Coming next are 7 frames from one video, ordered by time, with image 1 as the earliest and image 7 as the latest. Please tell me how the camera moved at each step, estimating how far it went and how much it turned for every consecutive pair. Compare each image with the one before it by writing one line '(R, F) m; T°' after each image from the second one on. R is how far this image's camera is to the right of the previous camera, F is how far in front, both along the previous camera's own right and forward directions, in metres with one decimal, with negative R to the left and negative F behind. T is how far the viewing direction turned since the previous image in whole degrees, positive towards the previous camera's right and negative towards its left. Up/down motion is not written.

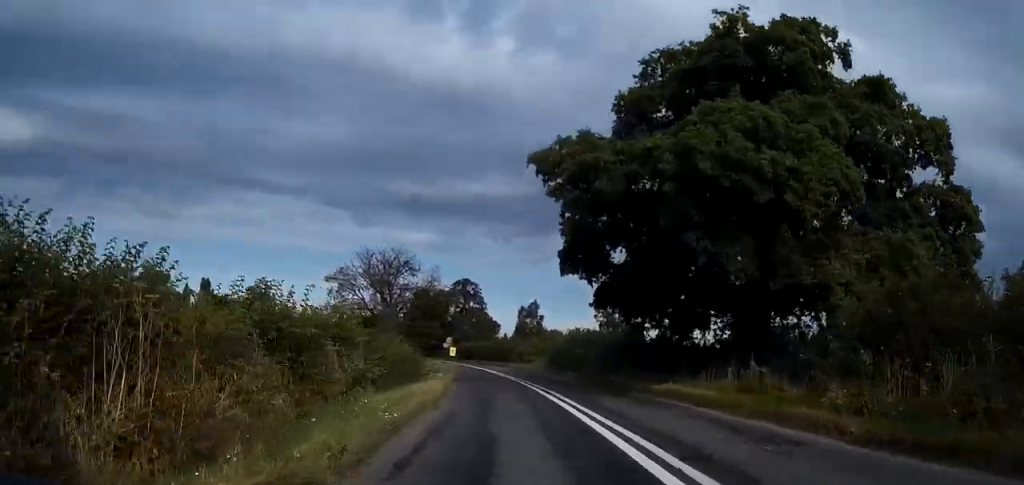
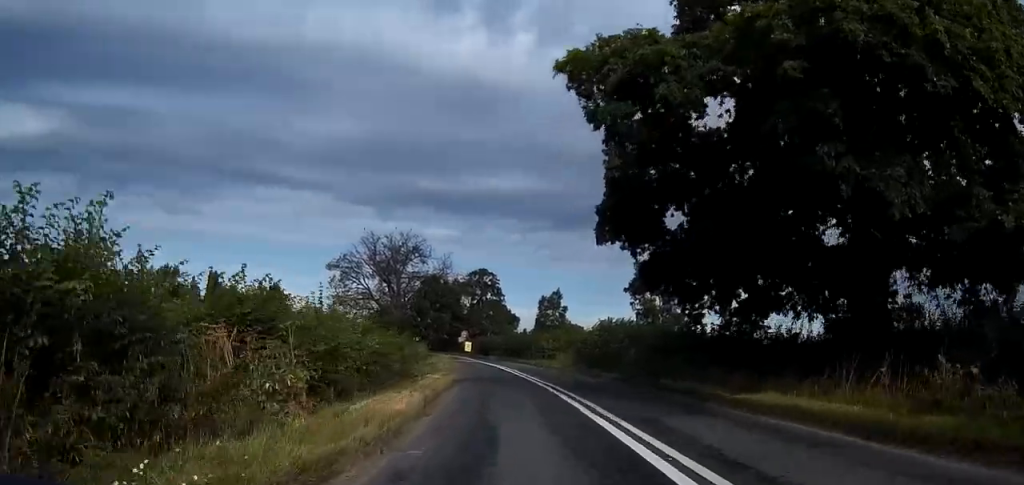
(0.0, +8.2) m; 0°
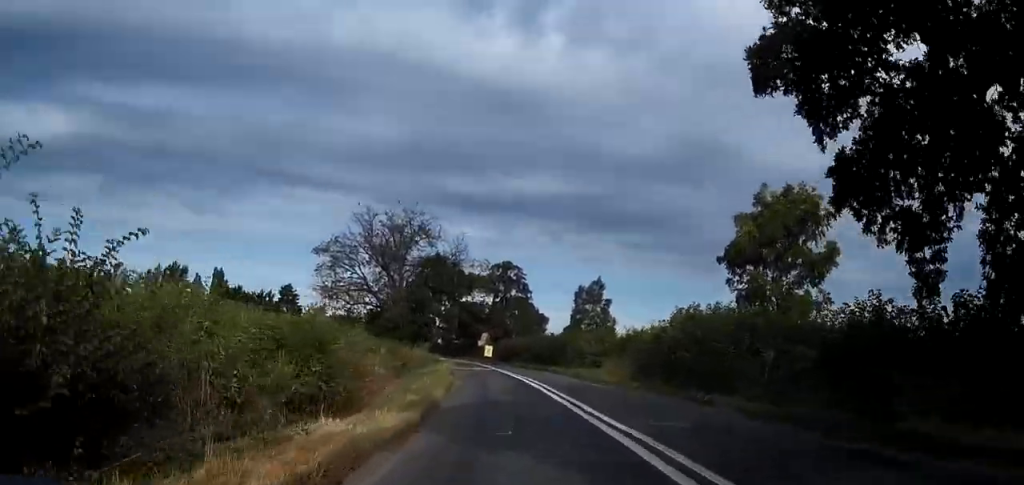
(0.0, +15.8) m; 0°
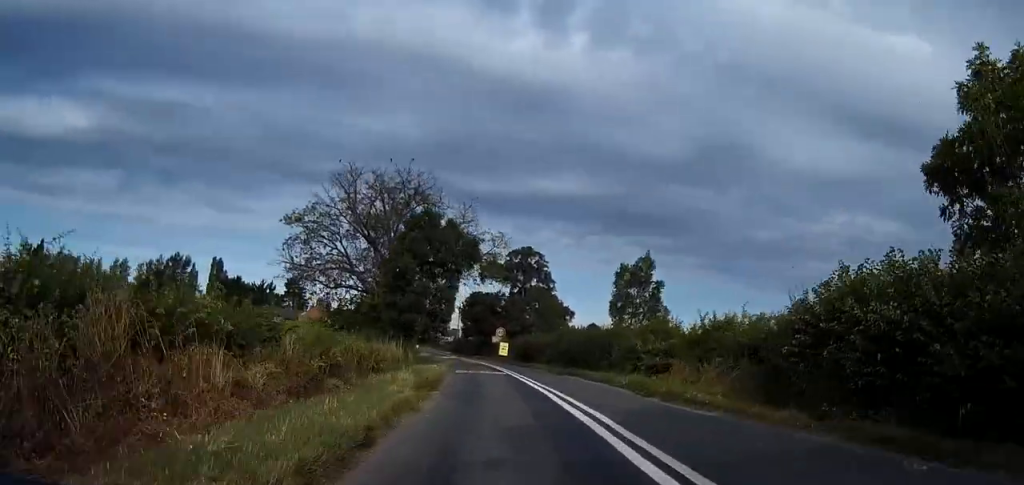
(0.0, +14.5) m; 0°
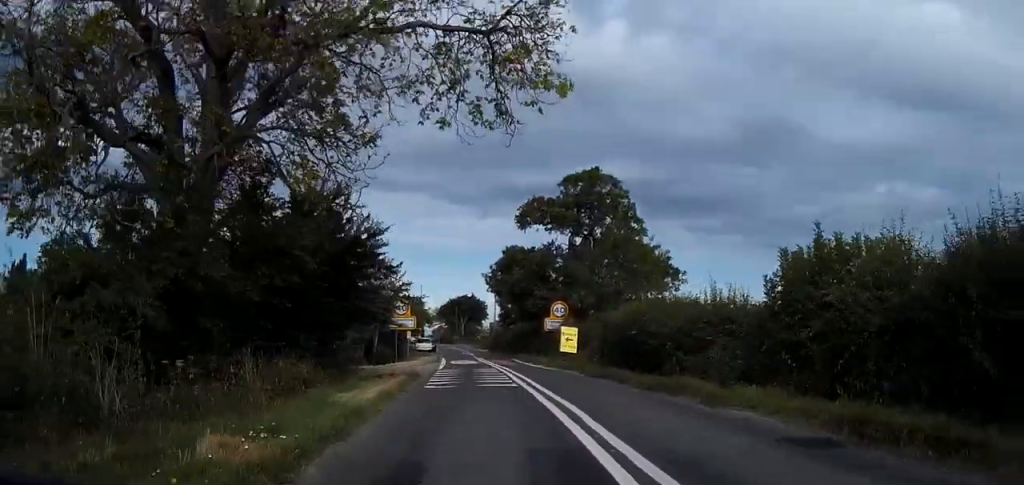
(-0.7, +38.2) m; -4°
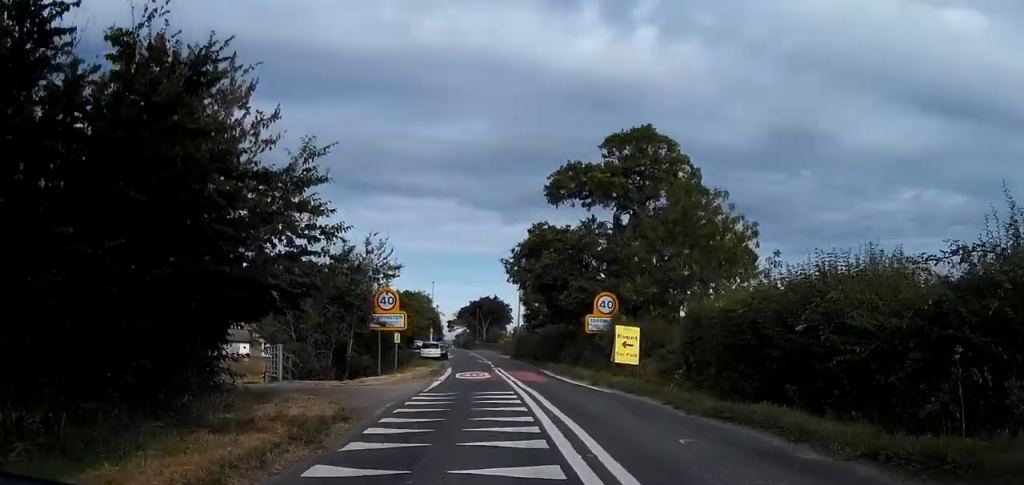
(-0.3, +14.2) m; -2°
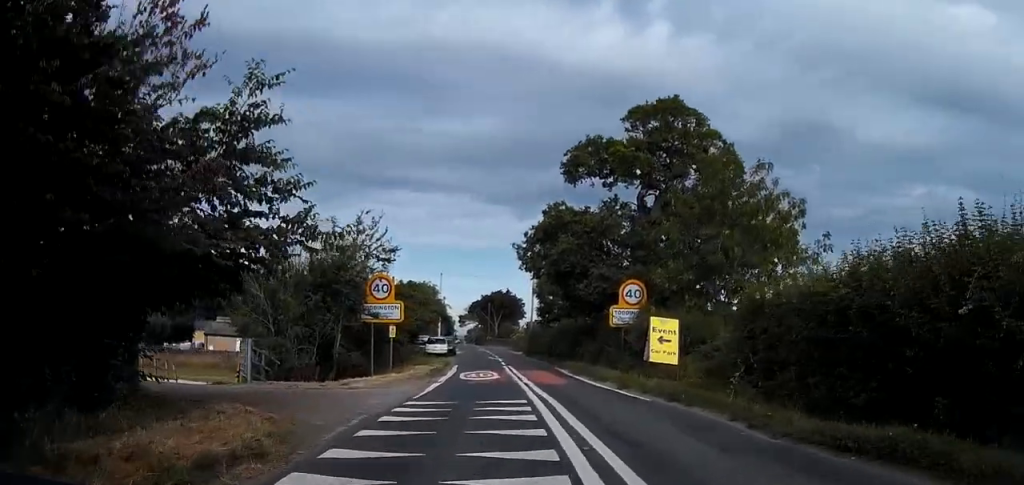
(-0.1, +4.8) m; +1°
